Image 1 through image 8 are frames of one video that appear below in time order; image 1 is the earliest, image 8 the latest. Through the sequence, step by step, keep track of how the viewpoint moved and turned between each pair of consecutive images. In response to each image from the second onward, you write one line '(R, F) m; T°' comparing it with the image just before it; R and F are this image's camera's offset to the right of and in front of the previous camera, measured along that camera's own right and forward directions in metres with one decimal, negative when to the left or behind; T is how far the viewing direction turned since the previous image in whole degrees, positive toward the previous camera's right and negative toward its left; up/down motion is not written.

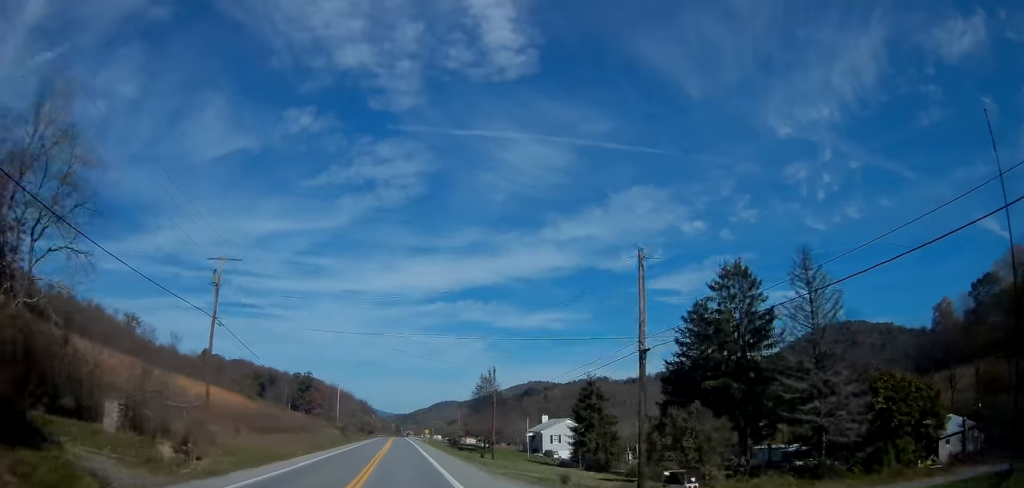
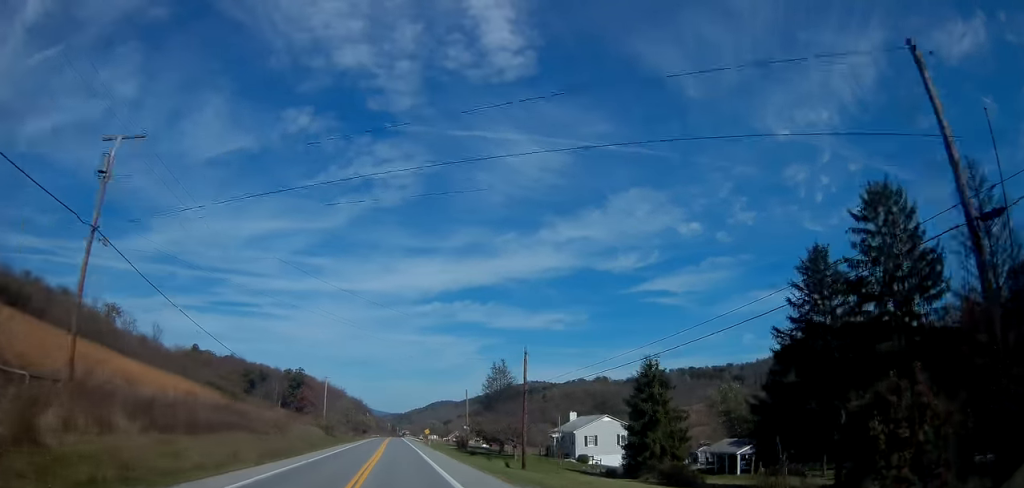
(0.0, +17.9) m; 0°
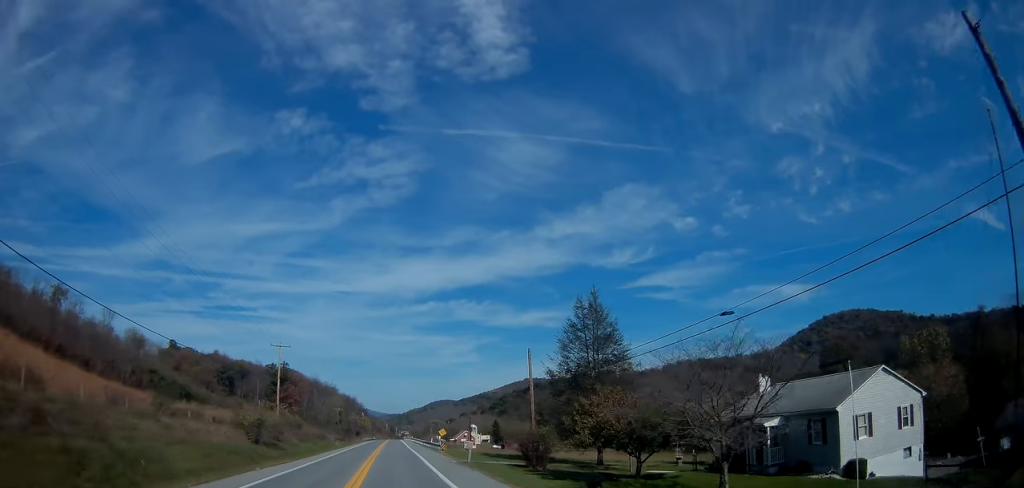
(0.0, +44.3) m; 0°
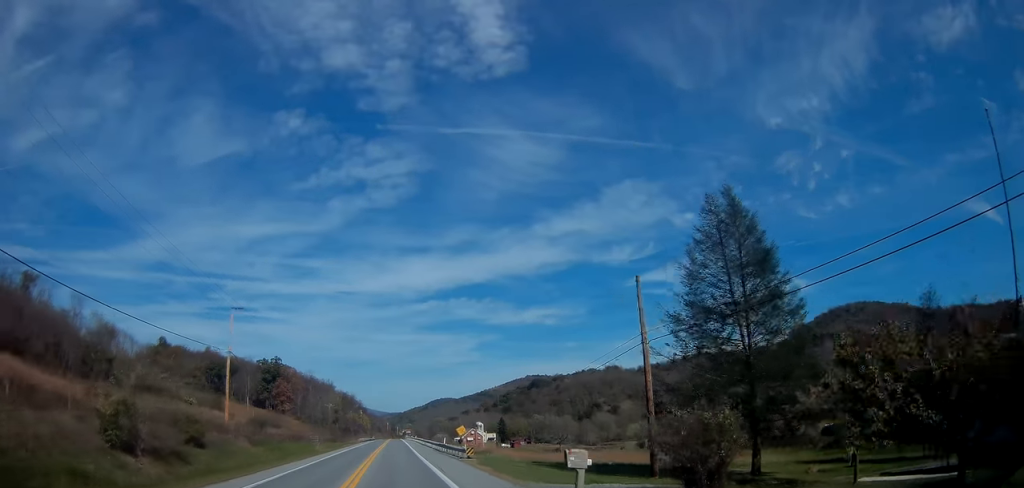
(+0.1, +21.2) m; 0°
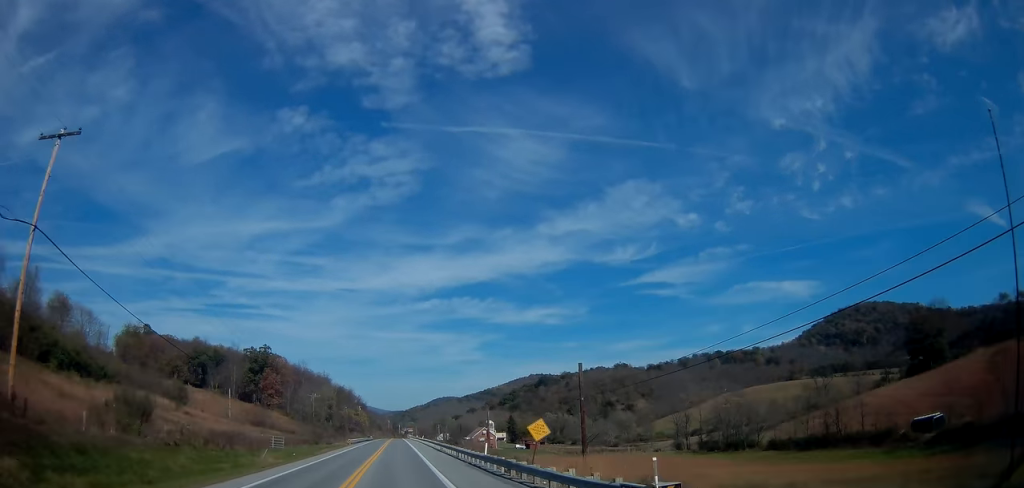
(-0.1, +29.1) m; 0°
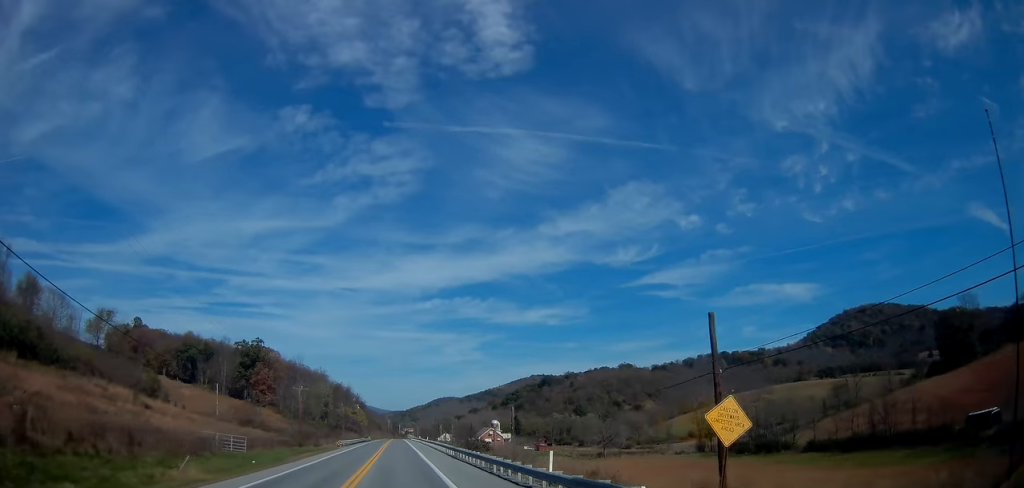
(-0.1, +15.1) m; 0°
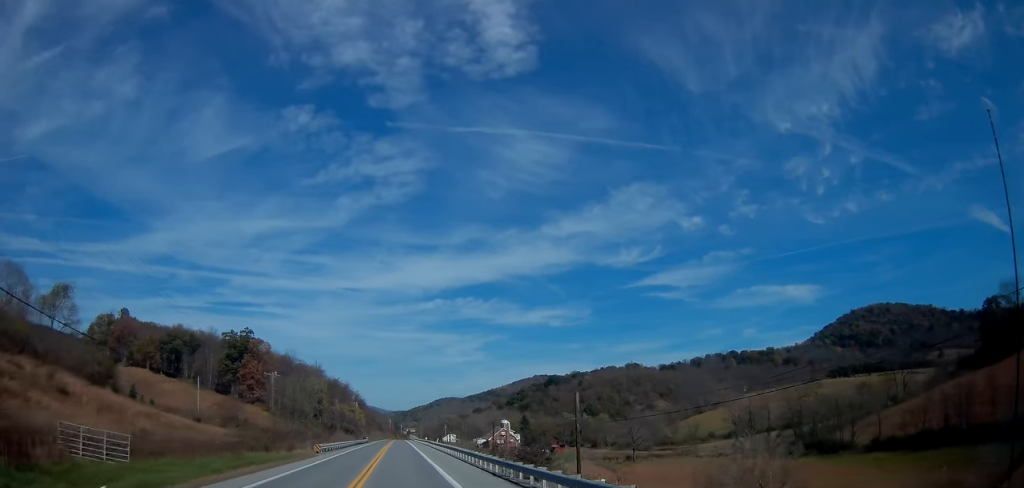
(+0.2, +19.7) m; 0°
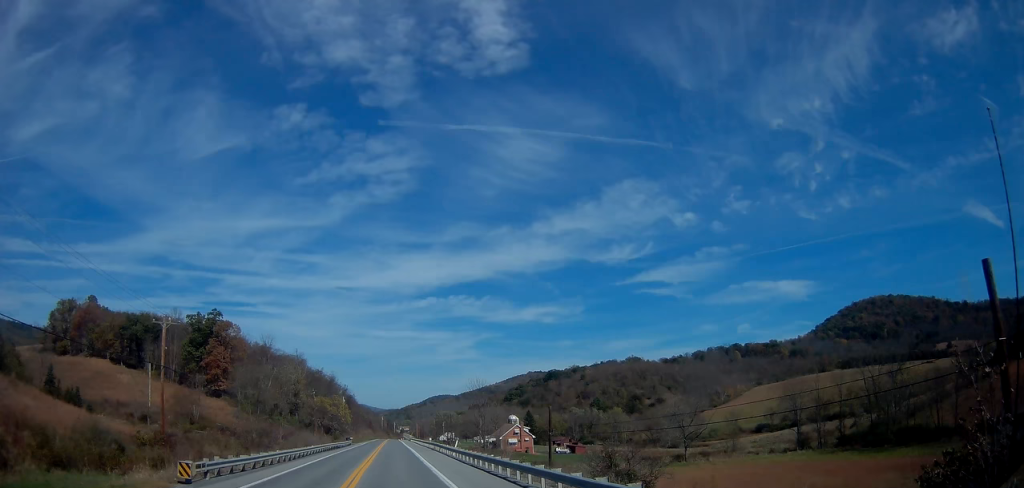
(0.0, +28.8) m; 0°
